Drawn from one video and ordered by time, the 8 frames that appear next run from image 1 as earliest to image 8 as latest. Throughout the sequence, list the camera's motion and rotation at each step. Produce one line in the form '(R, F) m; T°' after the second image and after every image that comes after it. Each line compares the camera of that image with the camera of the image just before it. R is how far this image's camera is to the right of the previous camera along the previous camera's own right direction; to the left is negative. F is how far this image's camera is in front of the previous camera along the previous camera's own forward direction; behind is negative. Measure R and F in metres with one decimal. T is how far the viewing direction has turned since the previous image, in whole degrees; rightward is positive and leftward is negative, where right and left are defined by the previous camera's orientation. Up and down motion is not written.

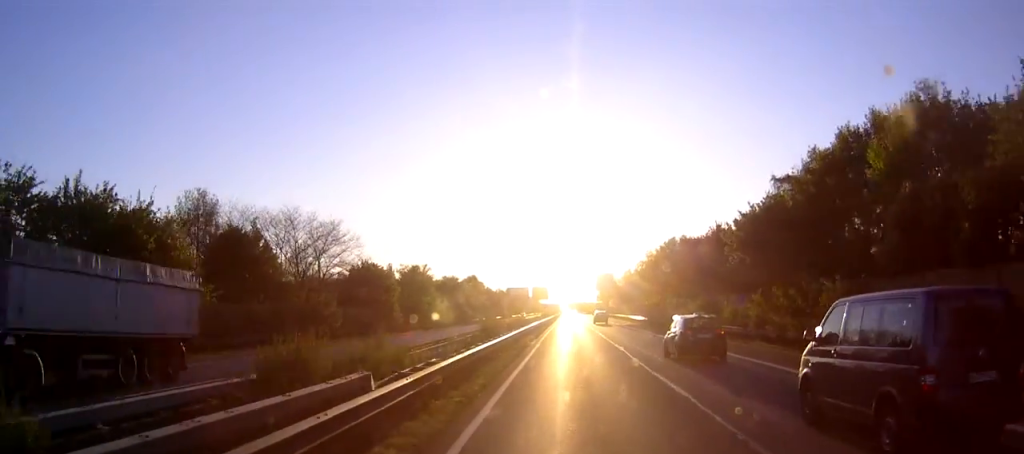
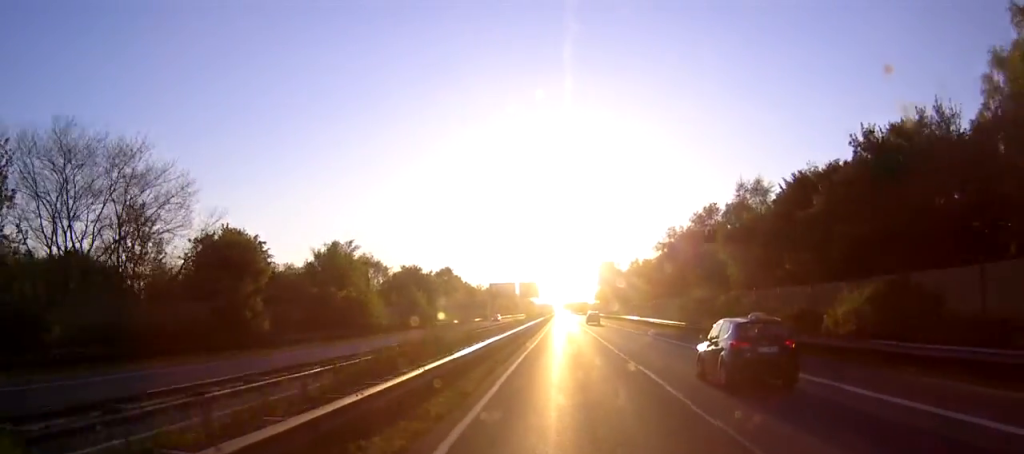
(+0.3, +34.1) m; 0°
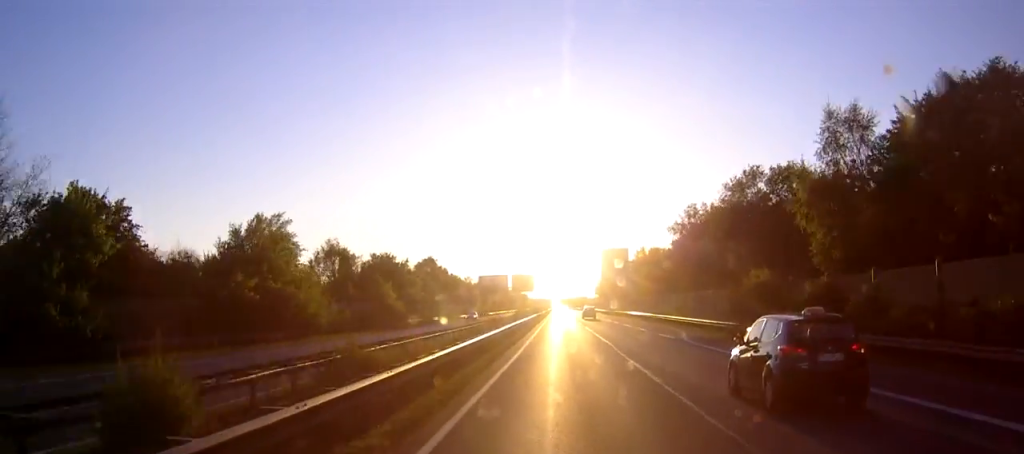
(-0.1, +17.6) m; 0°
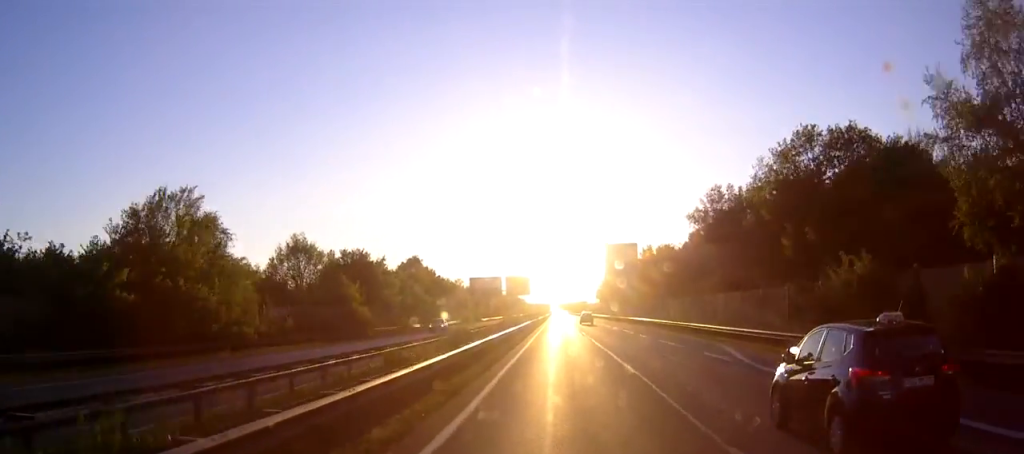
(0.0, +13.7) m; 0°
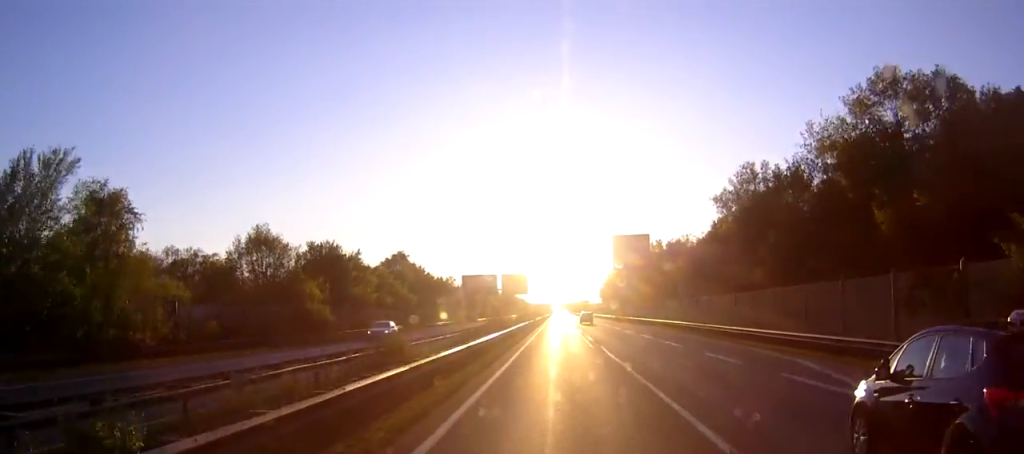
(+0.1, +12.1) m; 0°
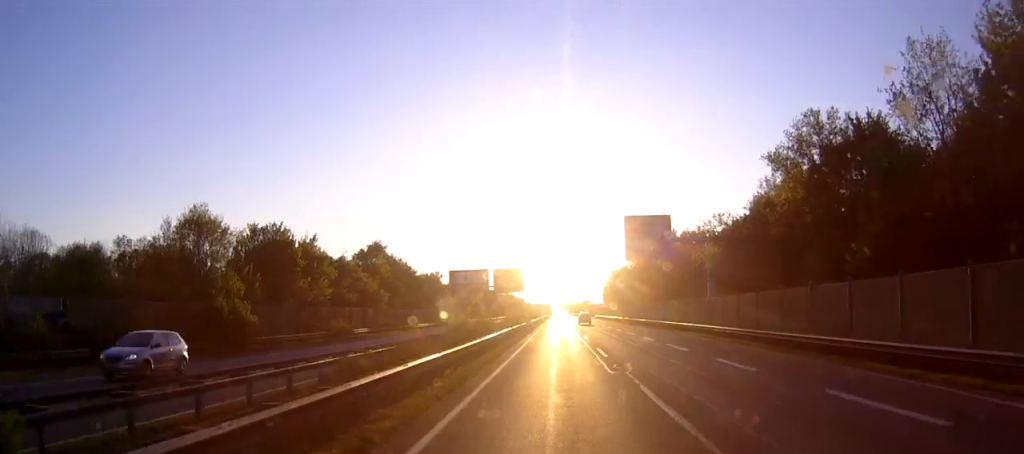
(0.0, +15.2) m; 0°
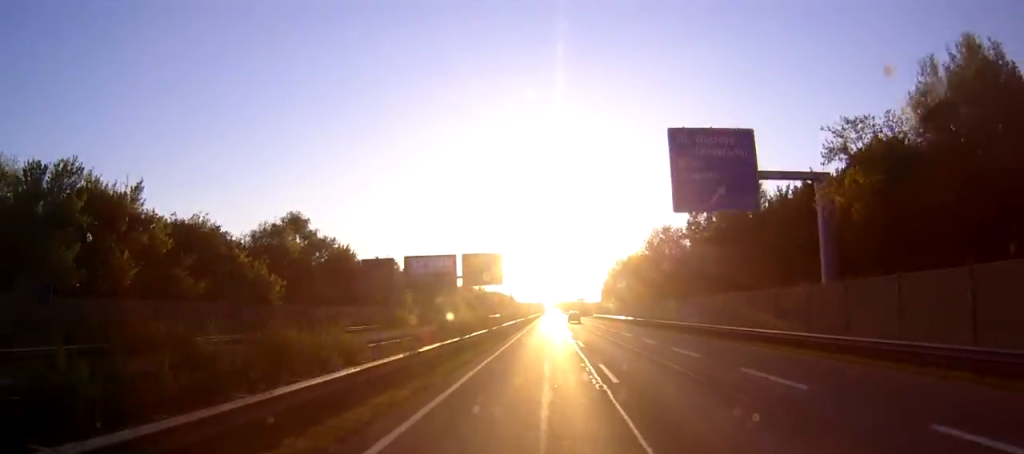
(+0.1, +29.8) m; +1°
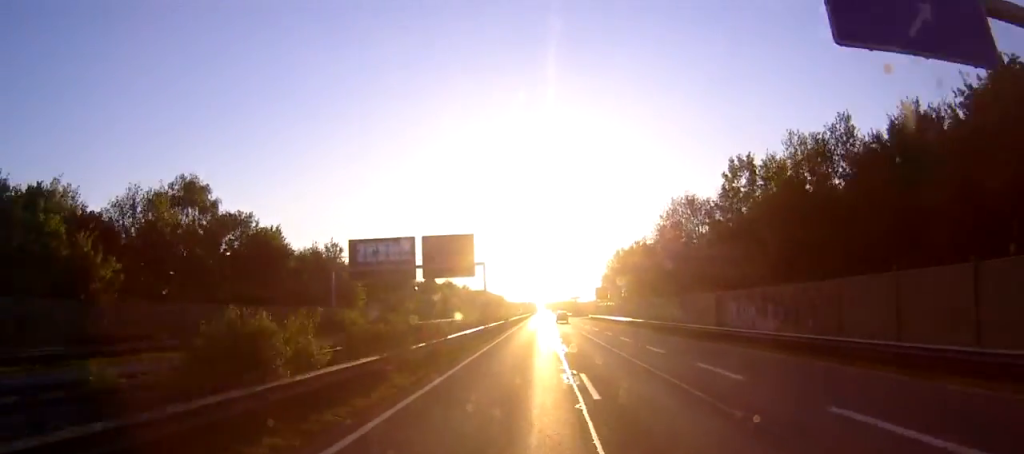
(+0.1, +20.8) m; +1°
